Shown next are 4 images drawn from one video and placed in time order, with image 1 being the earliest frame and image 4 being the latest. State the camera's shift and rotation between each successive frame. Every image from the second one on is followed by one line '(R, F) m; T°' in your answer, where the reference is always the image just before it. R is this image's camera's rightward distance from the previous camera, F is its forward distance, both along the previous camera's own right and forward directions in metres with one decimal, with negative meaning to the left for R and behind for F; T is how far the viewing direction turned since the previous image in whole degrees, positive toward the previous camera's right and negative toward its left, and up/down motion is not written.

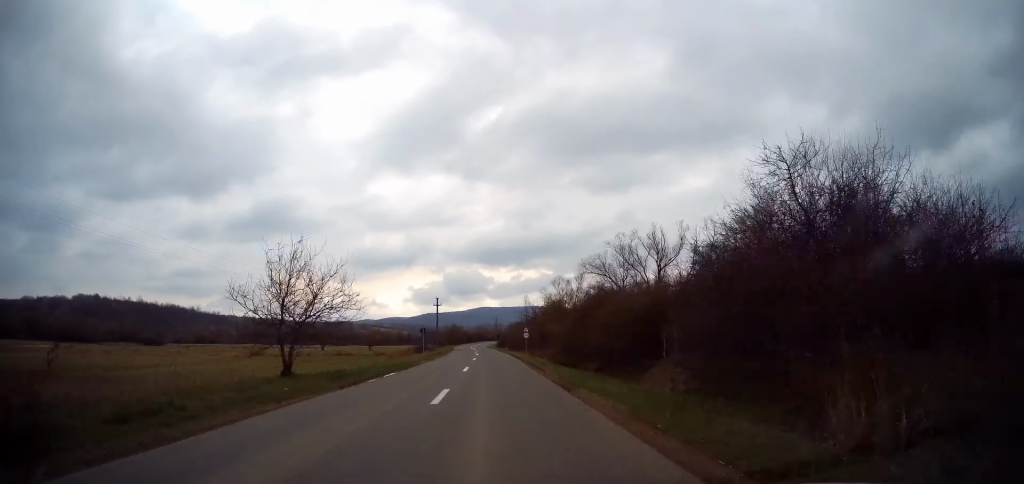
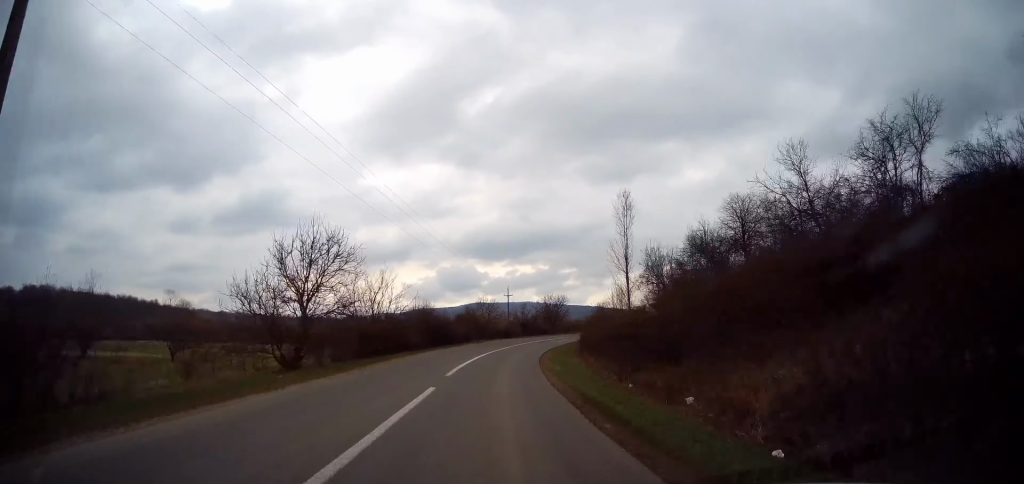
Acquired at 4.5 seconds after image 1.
(-1.7, +104.7) m; +2°
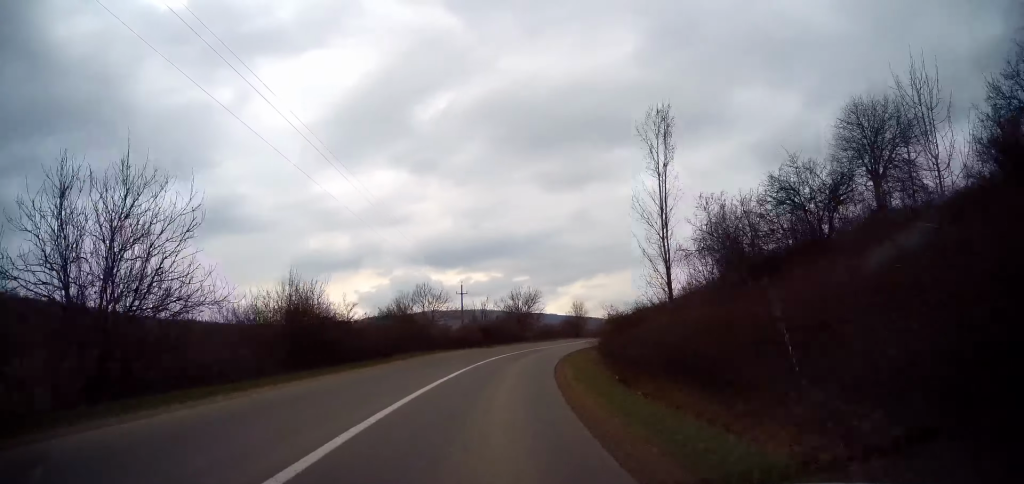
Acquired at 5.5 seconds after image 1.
(+0.8, +20.1) m; +5°
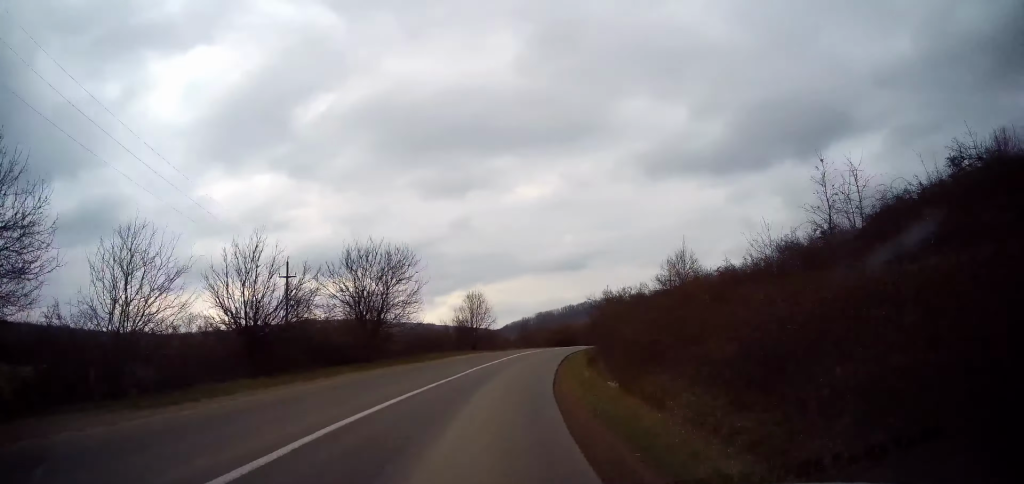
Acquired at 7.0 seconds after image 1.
(+3.2, +31.2) m; +12°
